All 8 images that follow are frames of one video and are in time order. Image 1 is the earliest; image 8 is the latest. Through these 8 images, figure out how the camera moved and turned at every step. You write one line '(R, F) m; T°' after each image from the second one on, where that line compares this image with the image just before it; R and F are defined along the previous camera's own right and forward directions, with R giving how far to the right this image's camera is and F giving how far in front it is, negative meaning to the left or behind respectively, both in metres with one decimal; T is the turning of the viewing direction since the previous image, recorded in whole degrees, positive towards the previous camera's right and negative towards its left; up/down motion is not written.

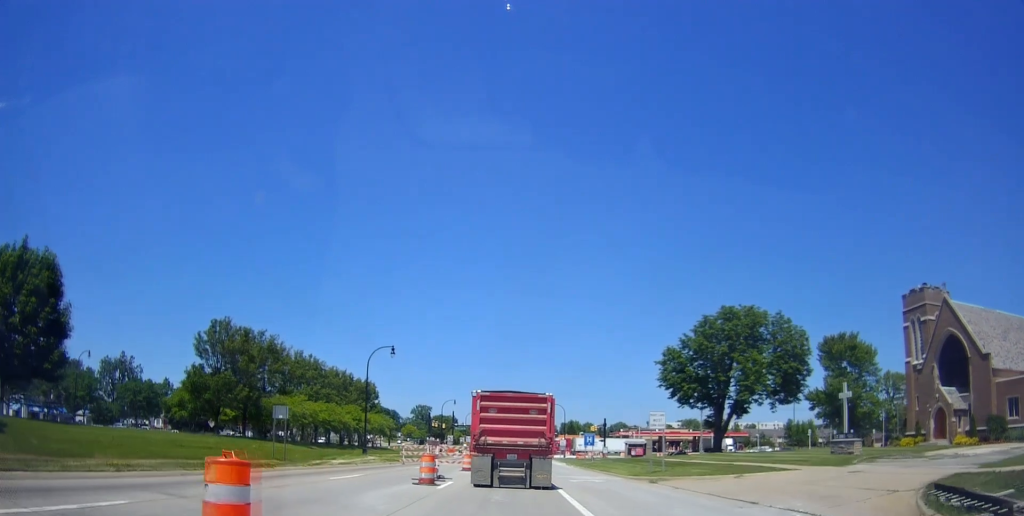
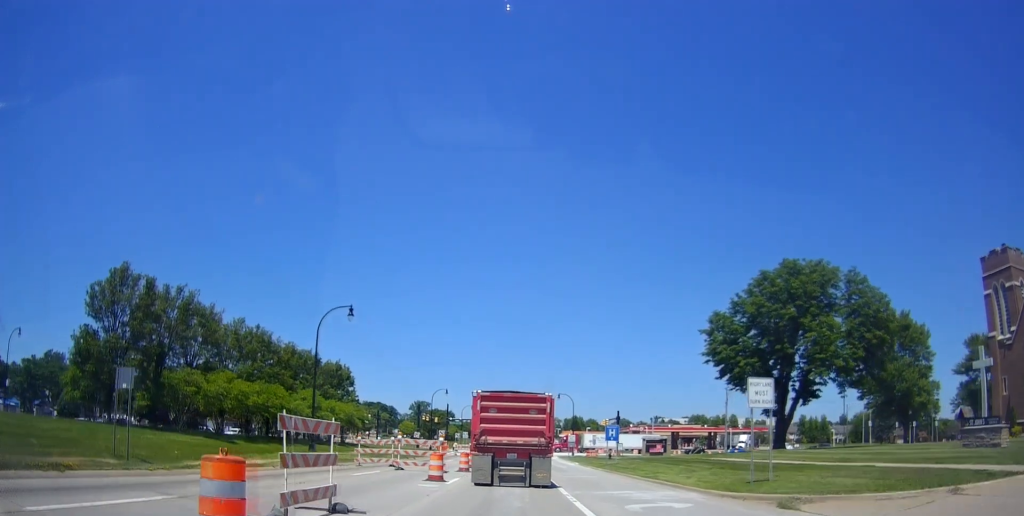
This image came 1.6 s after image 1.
(0.0, +12.9) m; -2°
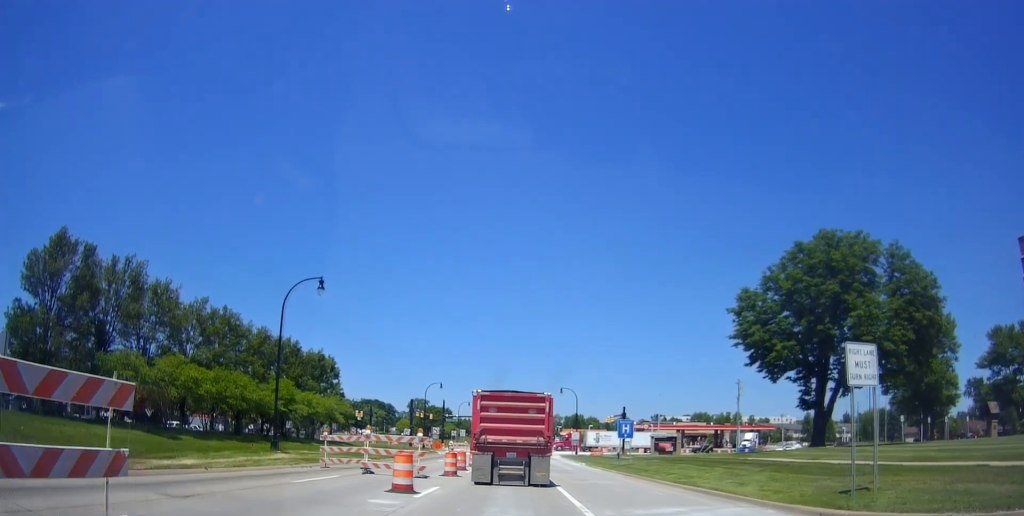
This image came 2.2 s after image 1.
(0.0, +5.8) m; -1°
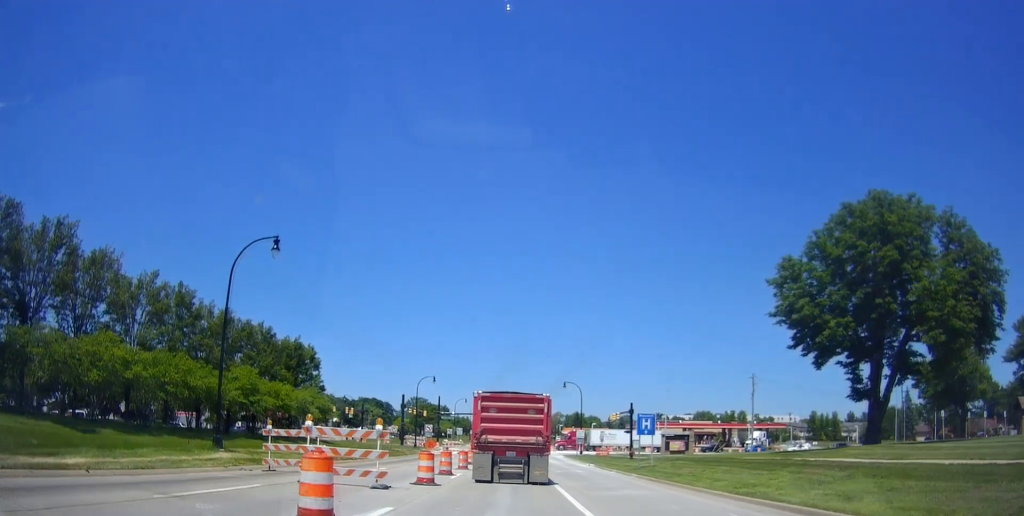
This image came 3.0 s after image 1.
(-0.3, +6.6) m; 0°
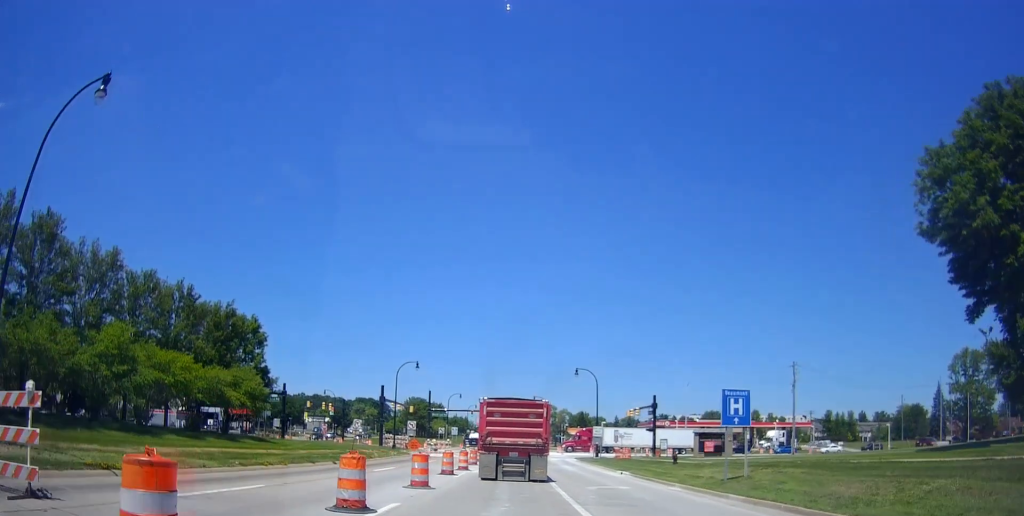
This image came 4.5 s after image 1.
(+0.6, +14.3) m; +3°
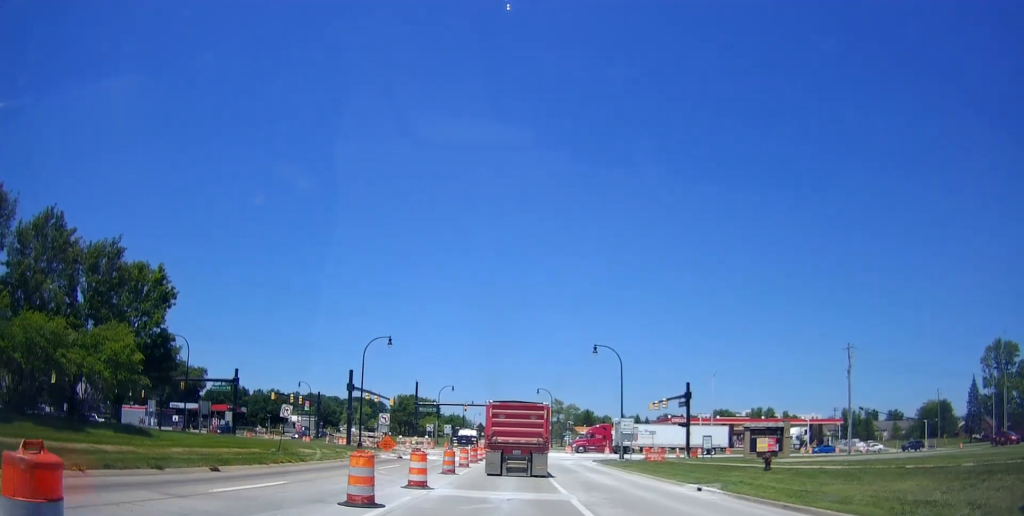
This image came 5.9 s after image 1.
(0.0, +13.9) m; -4°
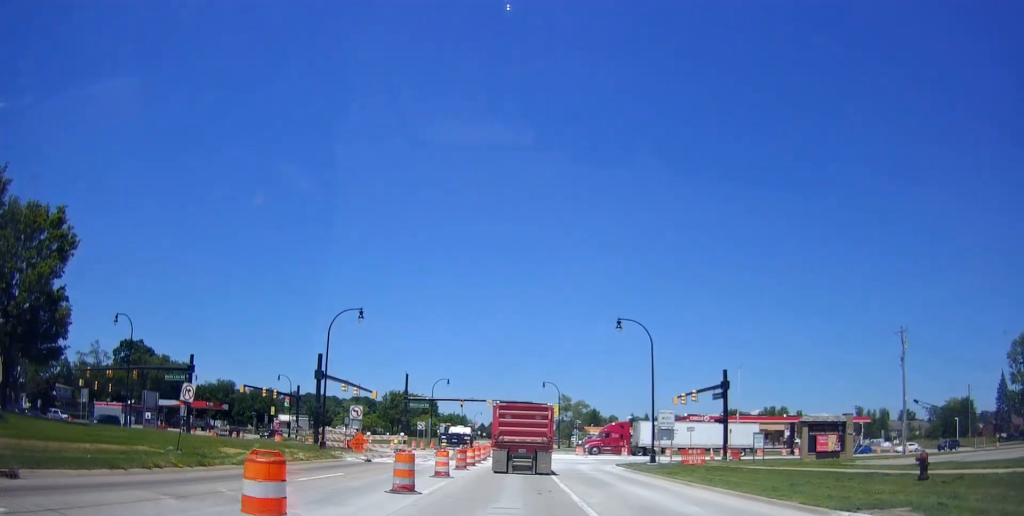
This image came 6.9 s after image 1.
(-0.7, +10.1) m; 0°
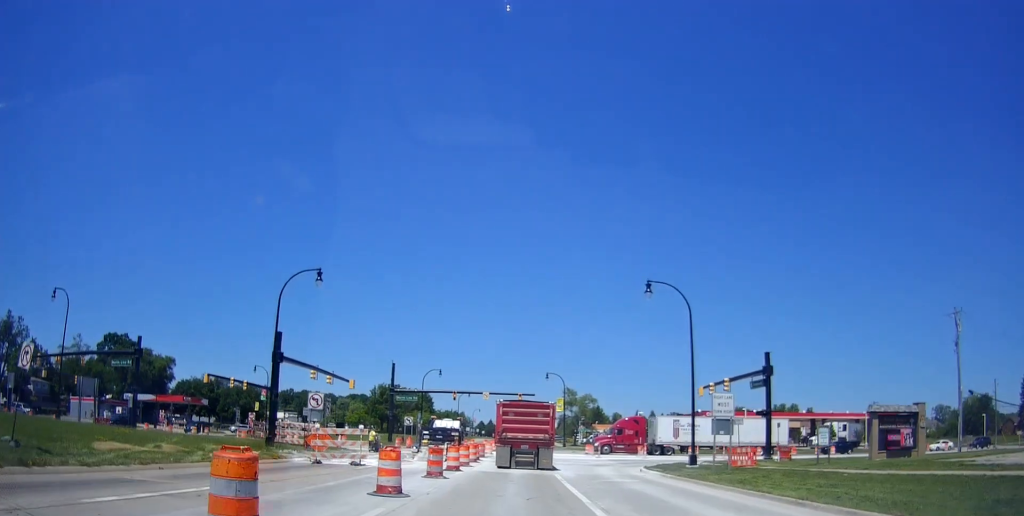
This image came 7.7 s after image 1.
(+0.5, +8.8) m; +3°
